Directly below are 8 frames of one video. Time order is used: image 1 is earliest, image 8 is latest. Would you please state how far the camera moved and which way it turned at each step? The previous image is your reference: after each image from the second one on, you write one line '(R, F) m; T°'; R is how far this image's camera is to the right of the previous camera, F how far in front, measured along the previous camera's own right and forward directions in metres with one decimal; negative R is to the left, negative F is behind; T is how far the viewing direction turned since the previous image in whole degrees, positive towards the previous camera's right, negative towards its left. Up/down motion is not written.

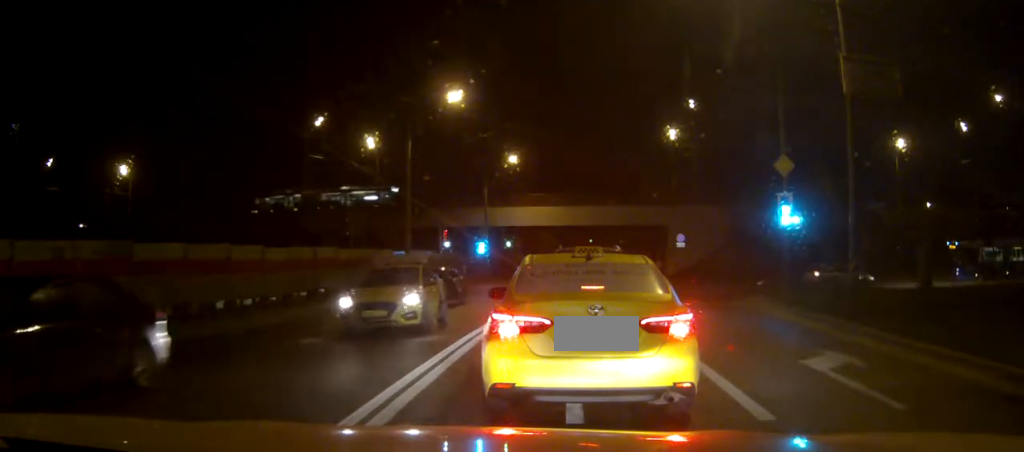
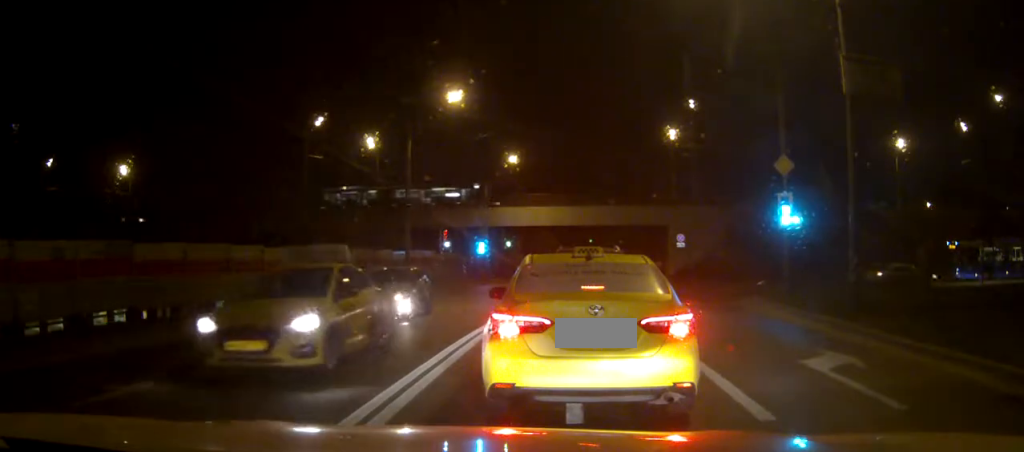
(0.0, 0.0) m; 0°
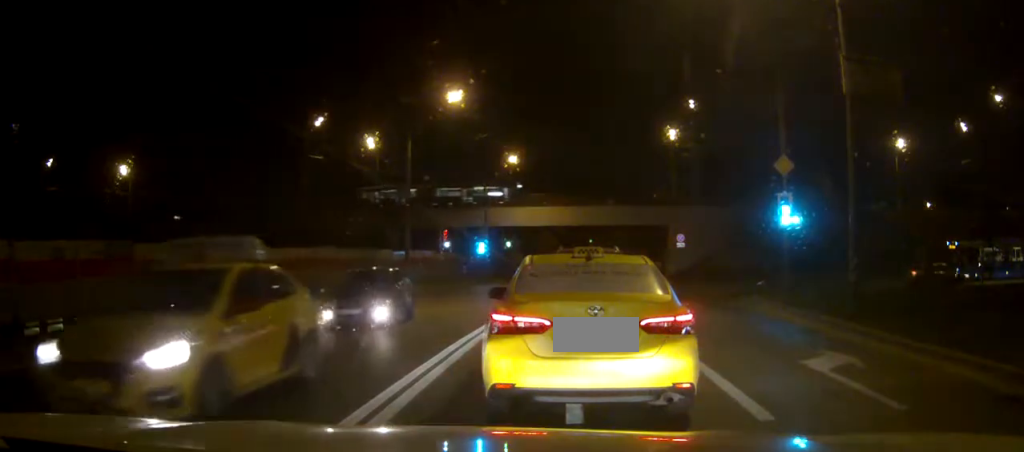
(0.0, 0.0) m; 0°
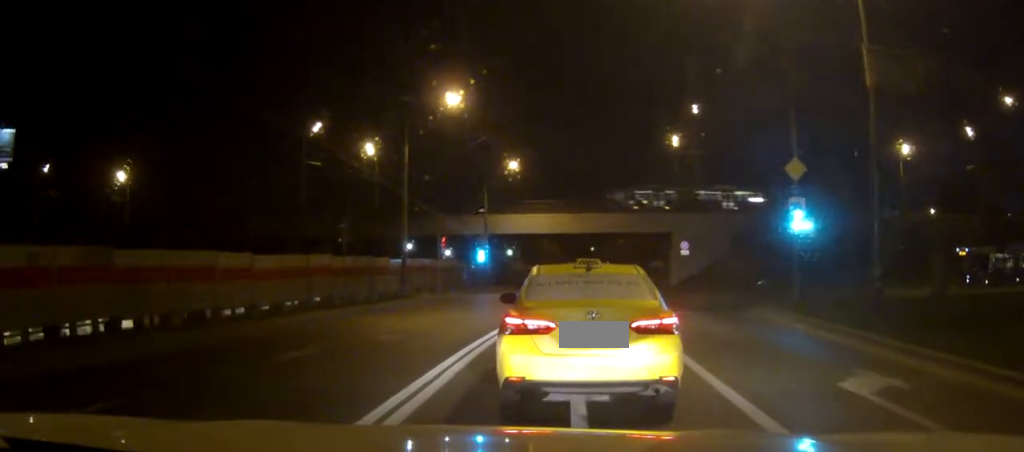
(0.0, 0.0) m; 0°
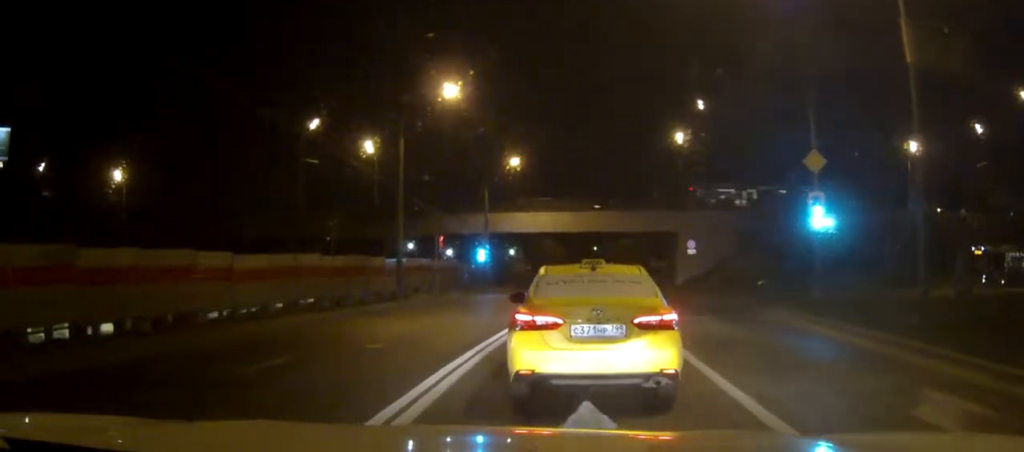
(0.0, +0.8) m; -1°
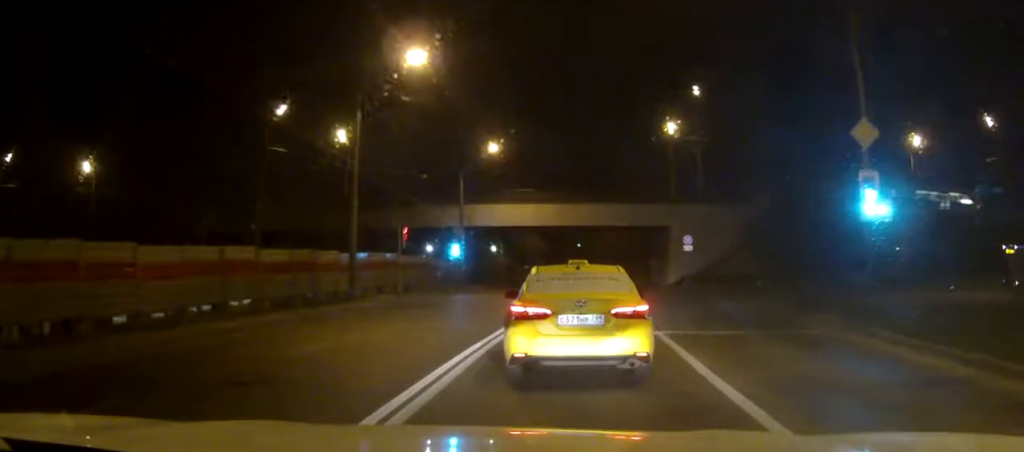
(-0.1, +4.9) m; 0°
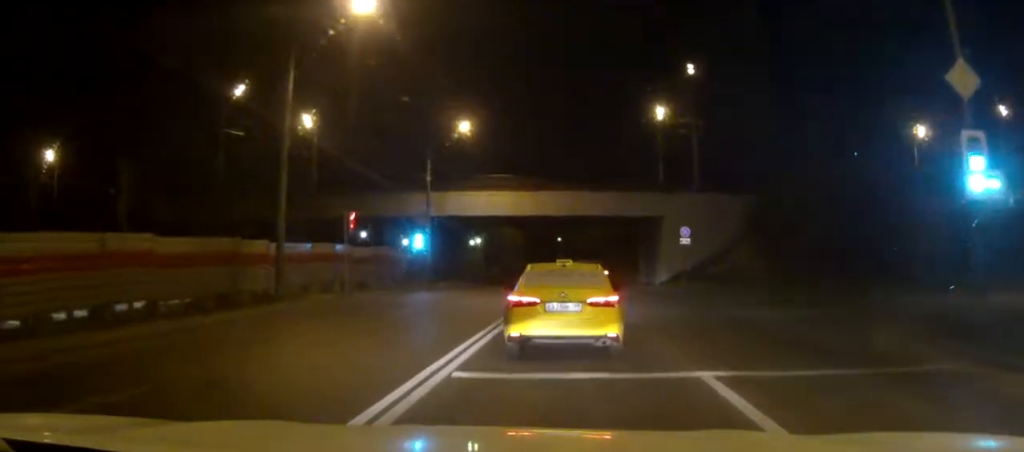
(+0.2, +7.1) m; +3°
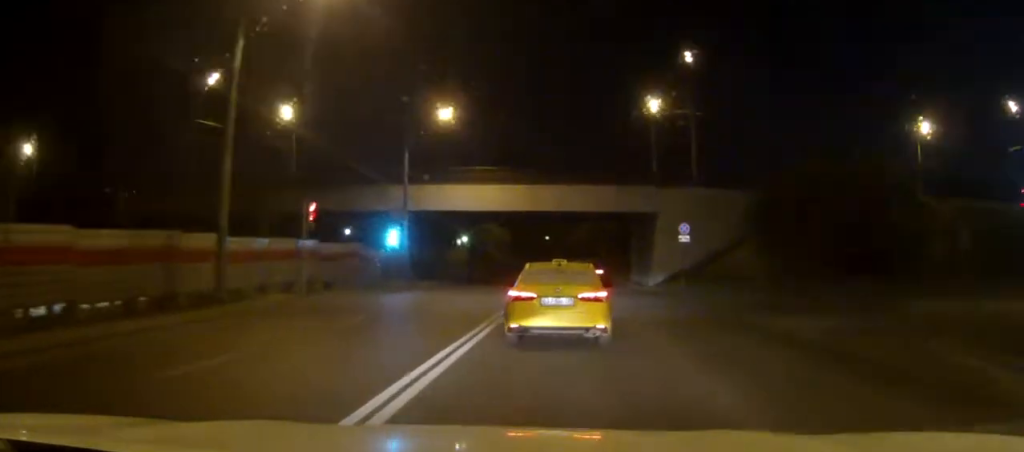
(+0.1, +4.2) m; +1°
